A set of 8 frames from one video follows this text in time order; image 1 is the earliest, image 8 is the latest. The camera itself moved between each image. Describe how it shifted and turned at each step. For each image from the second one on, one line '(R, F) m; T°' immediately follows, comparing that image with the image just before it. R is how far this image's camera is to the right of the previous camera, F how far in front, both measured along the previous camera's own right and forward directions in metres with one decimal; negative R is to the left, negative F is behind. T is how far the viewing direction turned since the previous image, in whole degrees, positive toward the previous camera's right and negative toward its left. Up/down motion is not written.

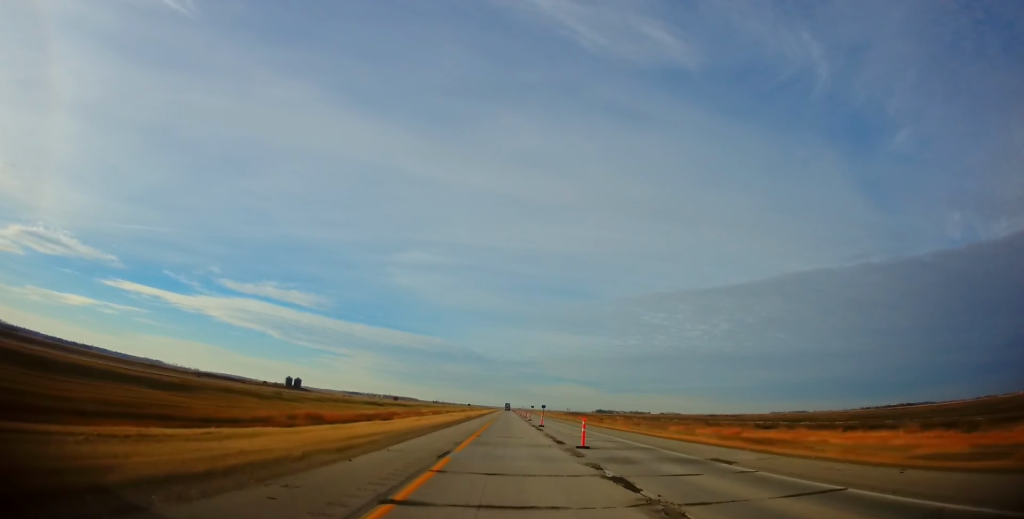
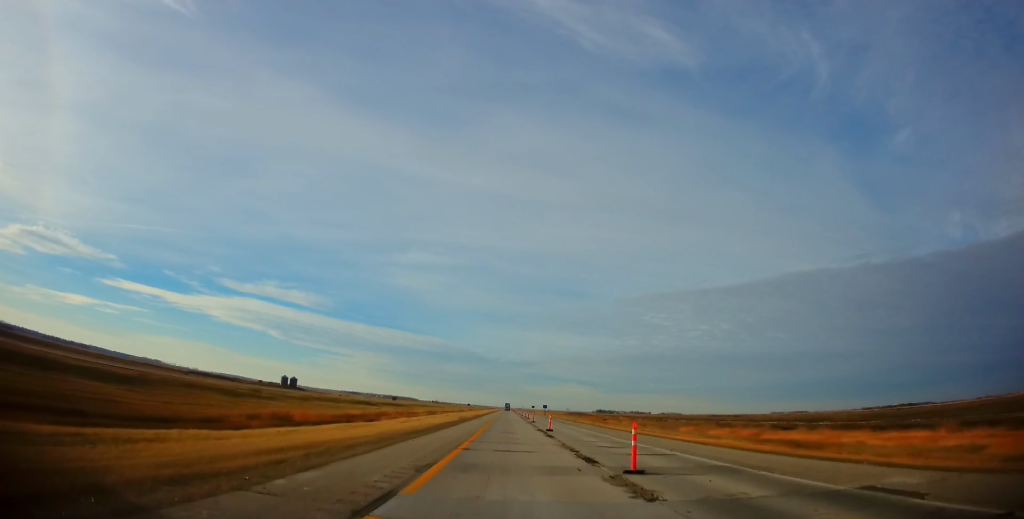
(0.0, +8.2) m; 0°
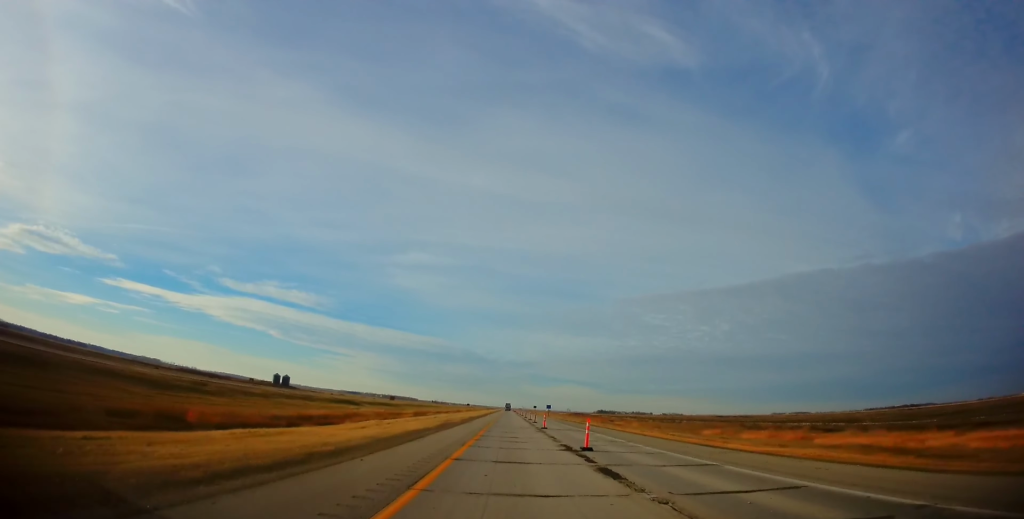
(0.0, +16.4) m; 0°
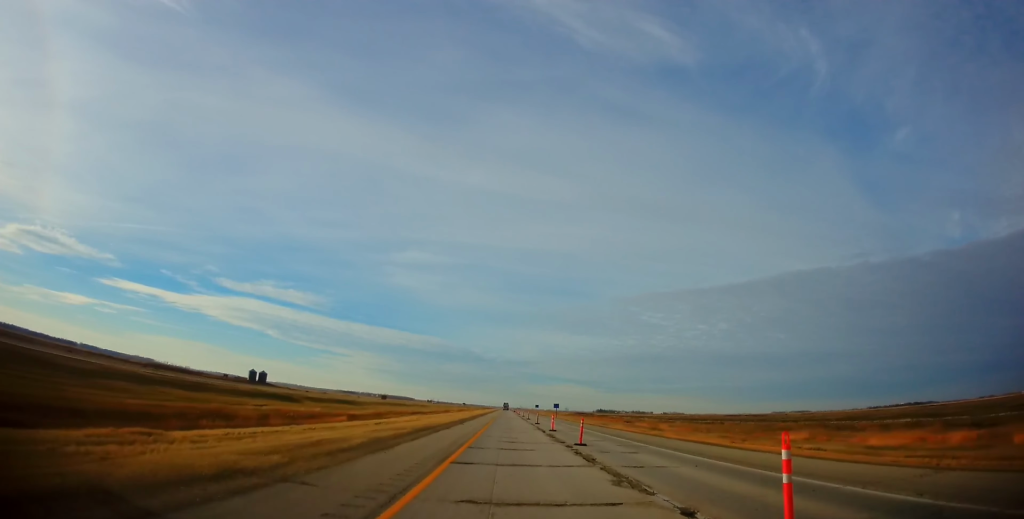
(0.0, +37.0) m; 0°
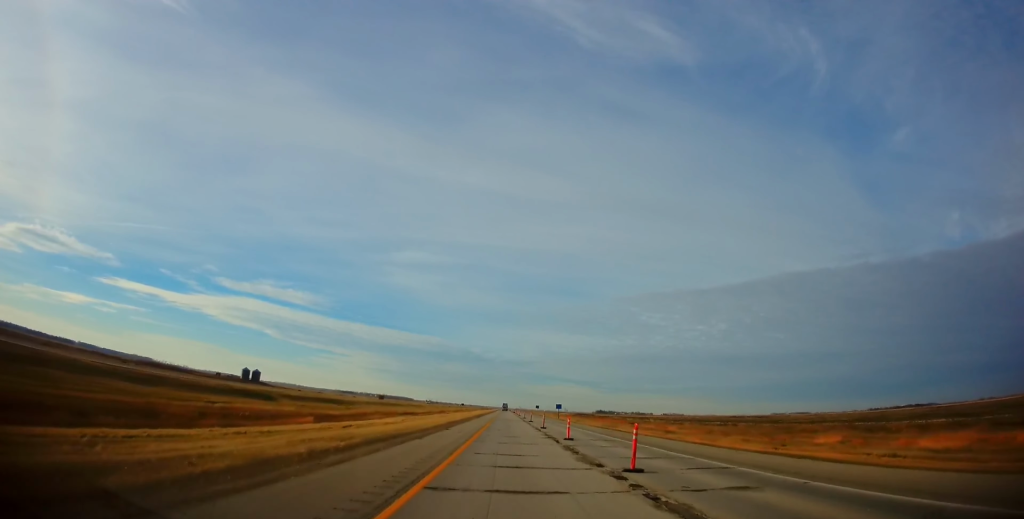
(0.0, +9.4) m; 0°
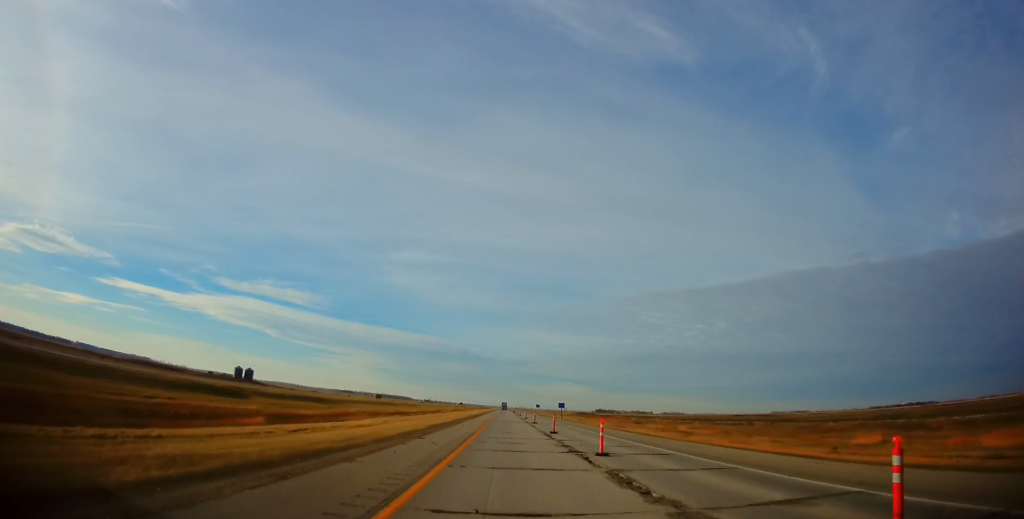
(0.0, +9.4) m; 0°
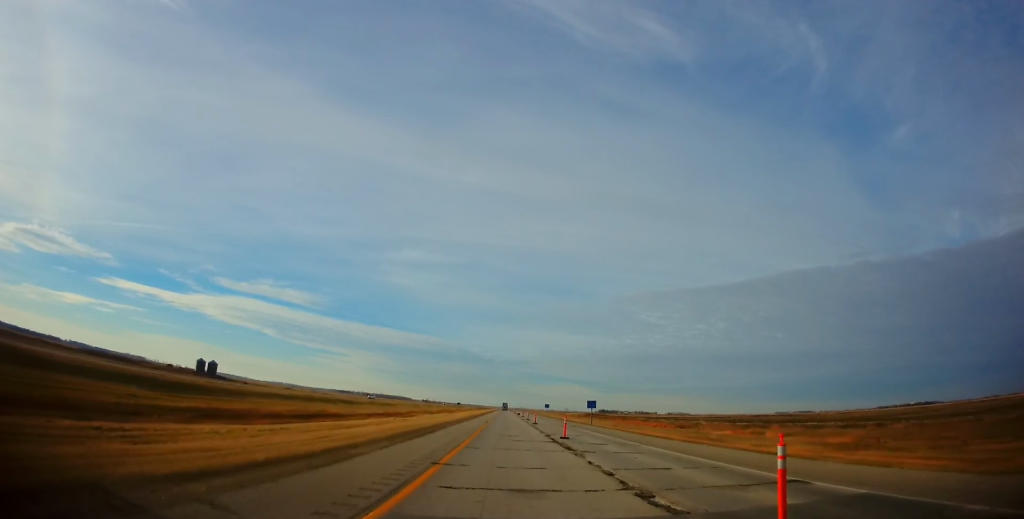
(0.0, +49.1) m; -1°
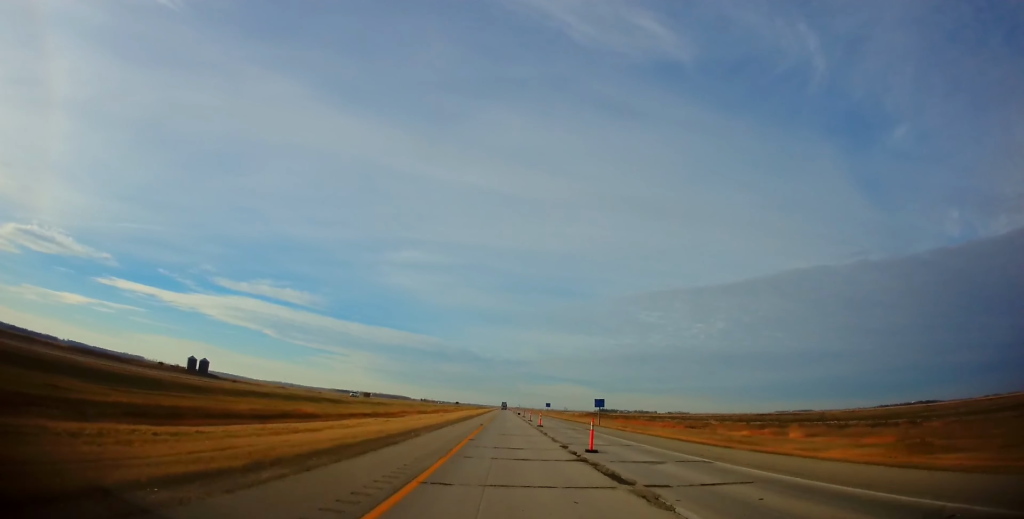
(-0.1, +8.9) m; 0°
